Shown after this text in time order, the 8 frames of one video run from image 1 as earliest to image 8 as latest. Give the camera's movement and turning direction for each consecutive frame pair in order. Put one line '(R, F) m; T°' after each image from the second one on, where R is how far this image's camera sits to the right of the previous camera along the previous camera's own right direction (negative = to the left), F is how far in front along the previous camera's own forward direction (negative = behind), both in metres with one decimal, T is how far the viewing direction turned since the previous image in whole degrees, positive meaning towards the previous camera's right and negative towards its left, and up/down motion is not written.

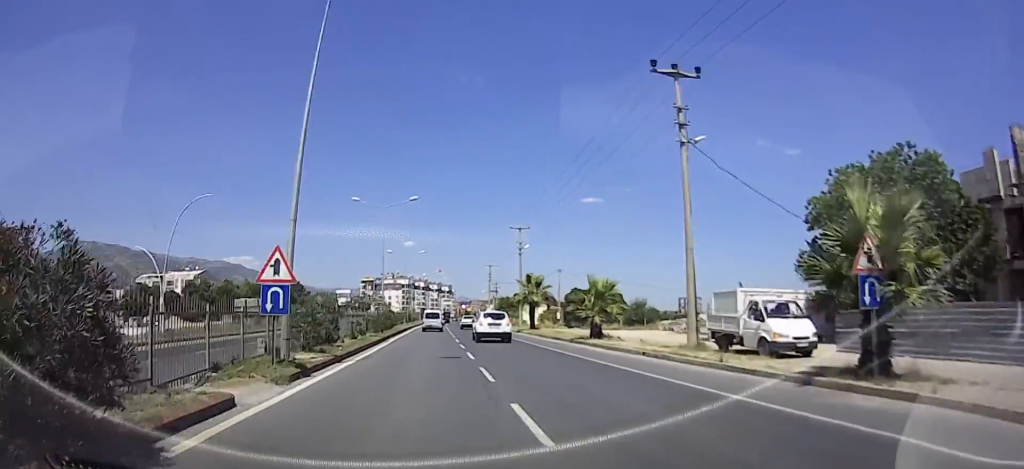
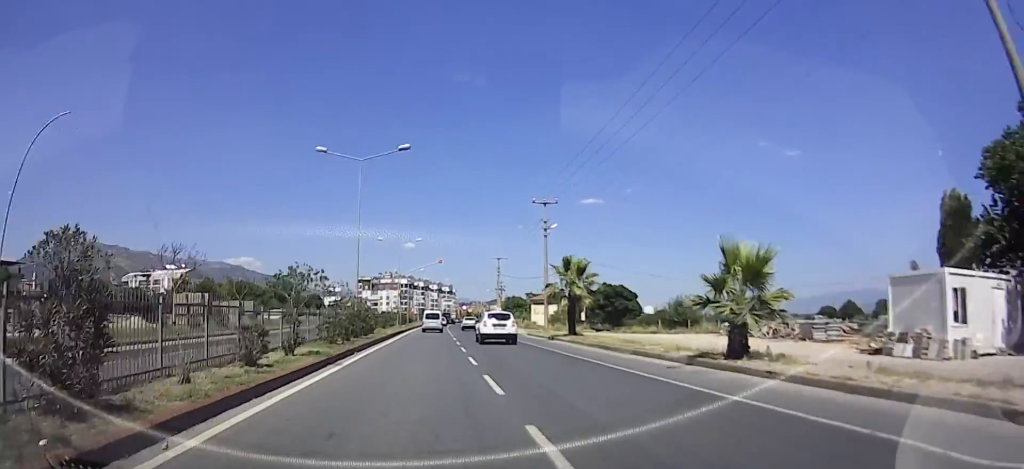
(0.0, +12.2) m; 0°
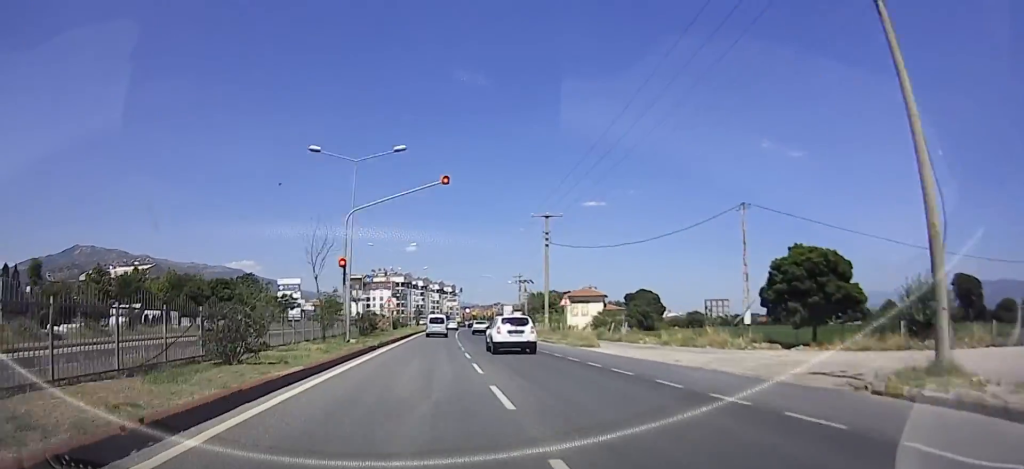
(0.0, +33.4) m; 0°
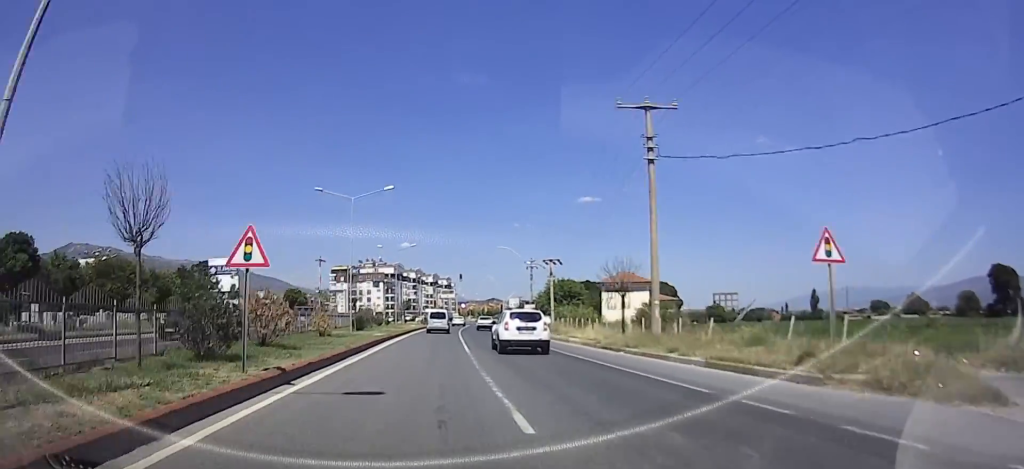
(0.0, +22.7) m; 0°
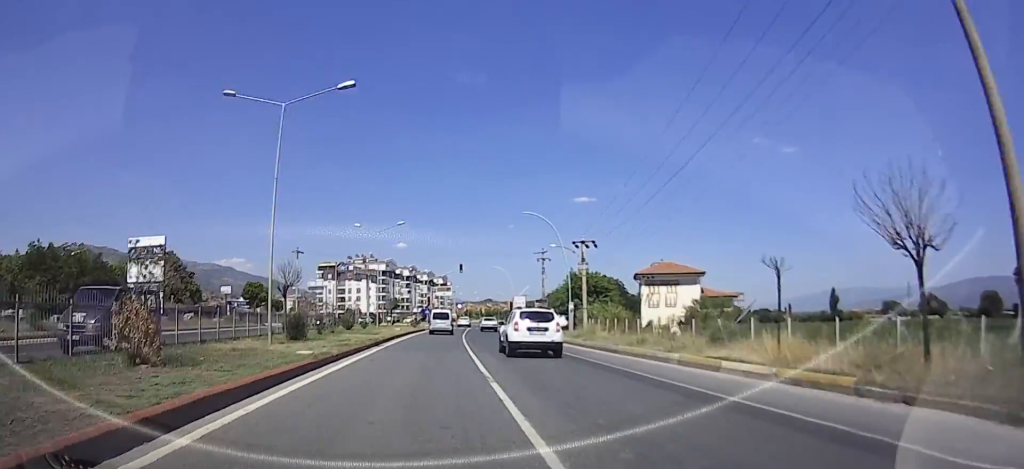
(0.0, +15.6) m; 0°
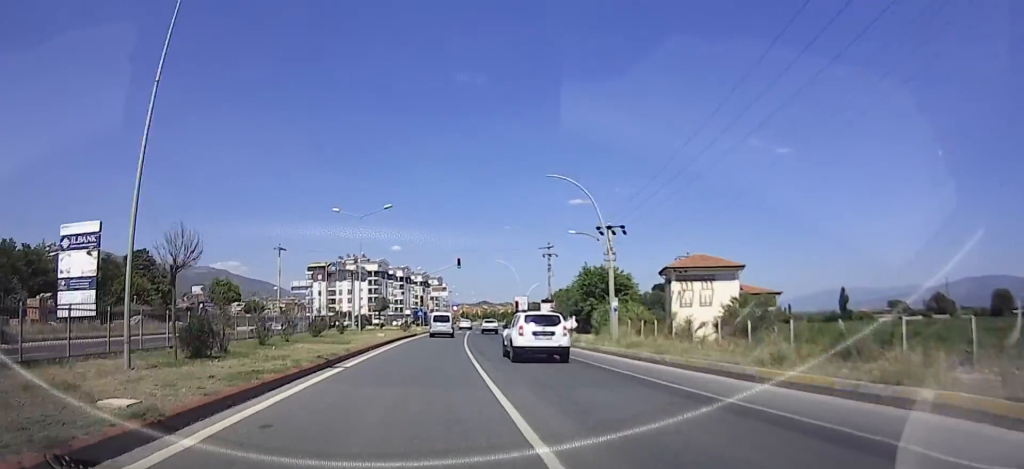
(0.0, +8.9) m; 0°
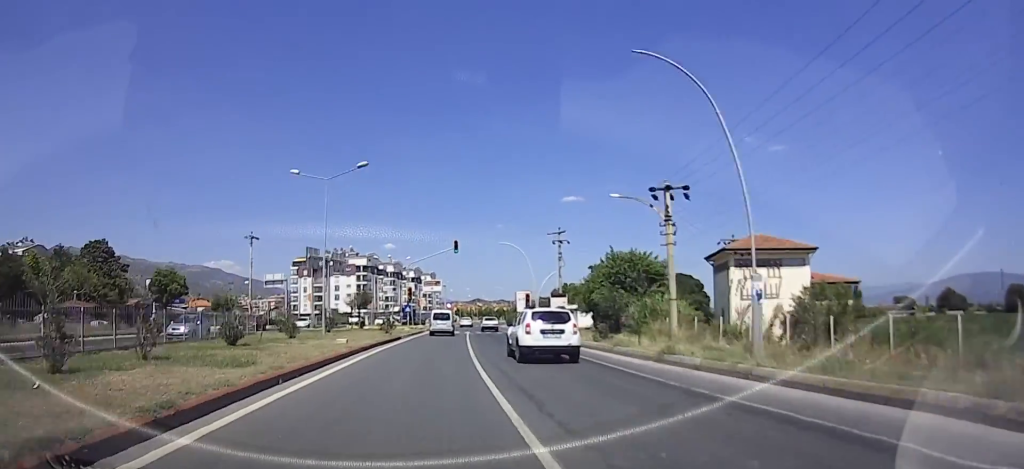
(0.0, +11.5) m; 0°
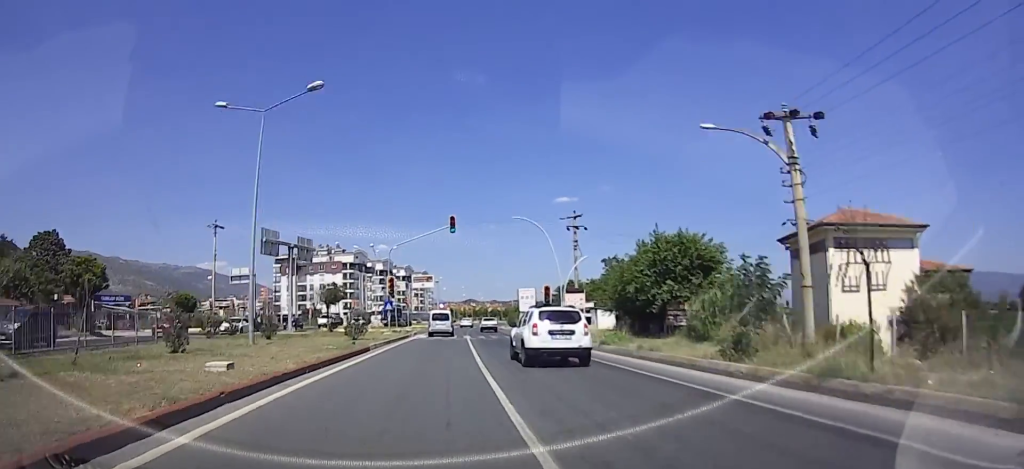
(0.0, +11.6) m; 0°
